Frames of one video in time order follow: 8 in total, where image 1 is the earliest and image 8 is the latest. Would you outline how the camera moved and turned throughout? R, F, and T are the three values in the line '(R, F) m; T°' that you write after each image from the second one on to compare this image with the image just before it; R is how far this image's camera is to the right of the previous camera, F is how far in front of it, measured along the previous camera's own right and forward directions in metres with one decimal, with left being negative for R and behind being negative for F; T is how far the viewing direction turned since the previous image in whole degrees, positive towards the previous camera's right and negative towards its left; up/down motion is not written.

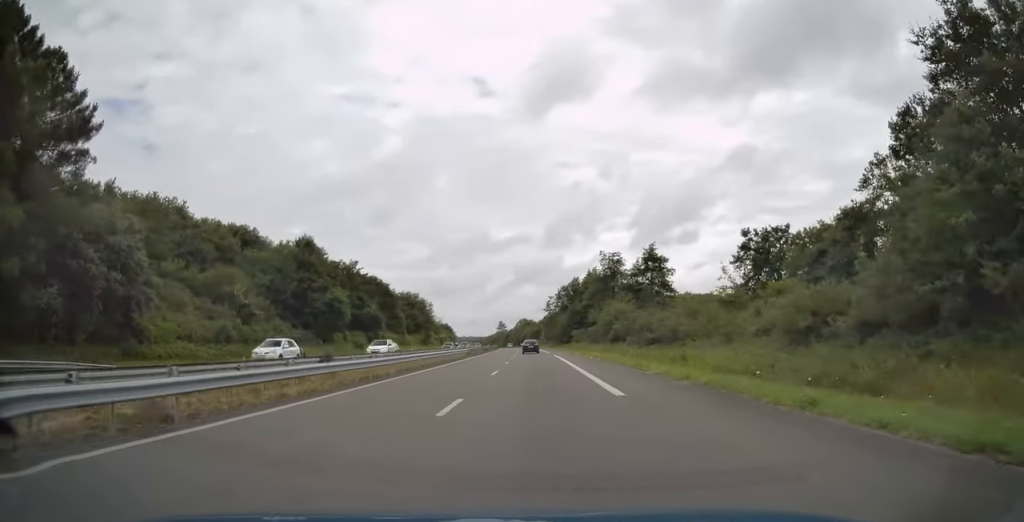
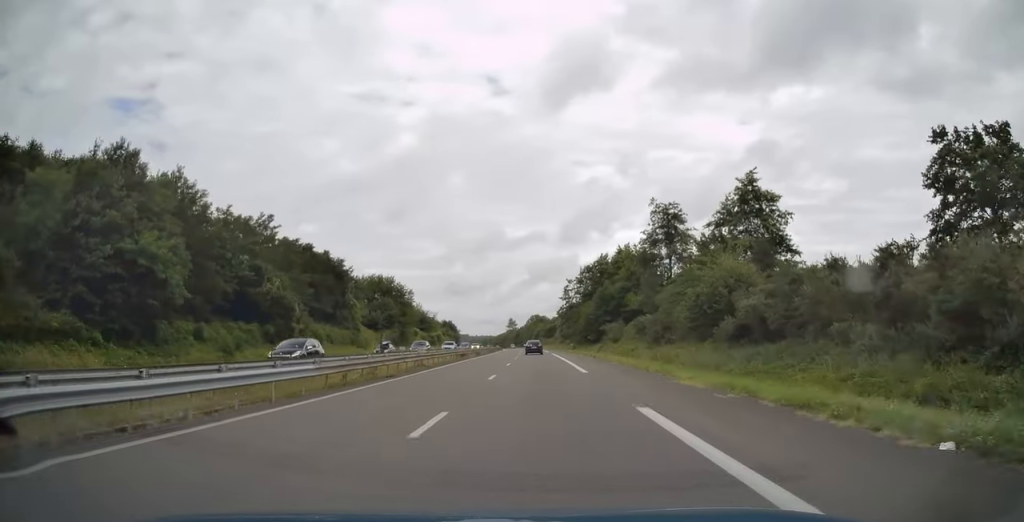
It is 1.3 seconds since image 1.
(-0.5, +41.6) m; -1°
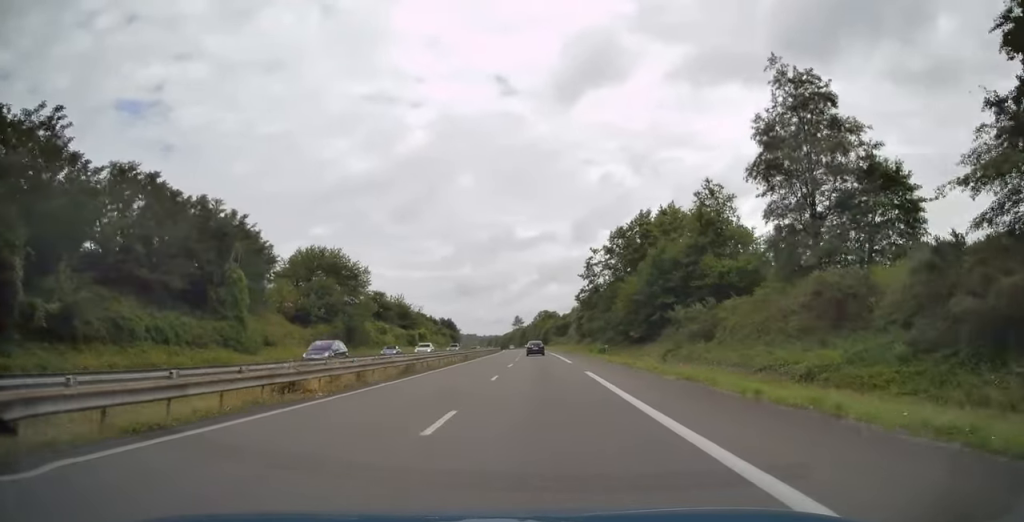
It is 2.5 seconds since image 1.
(-0.3, +38.9) m; -1°
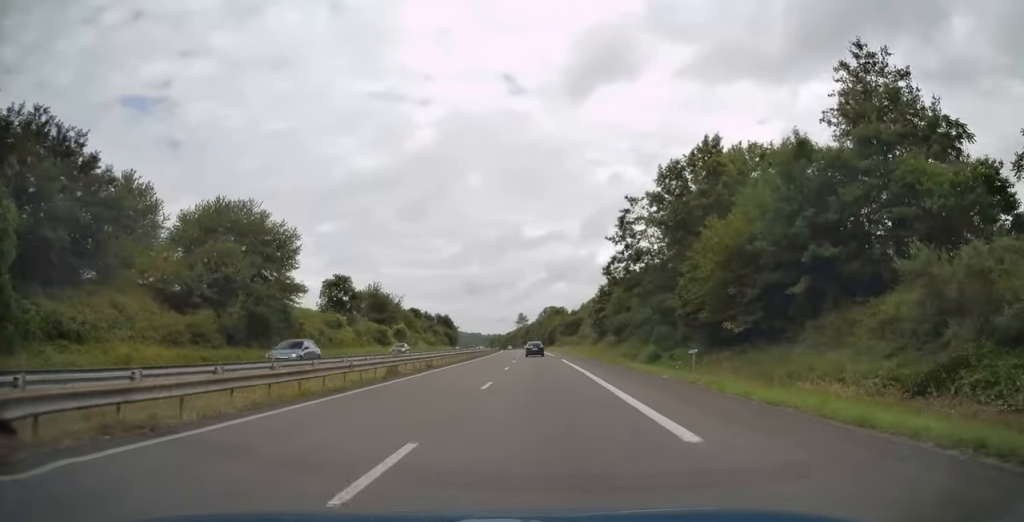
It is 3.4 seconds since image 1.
(-0.2, +29.8) m; -1°
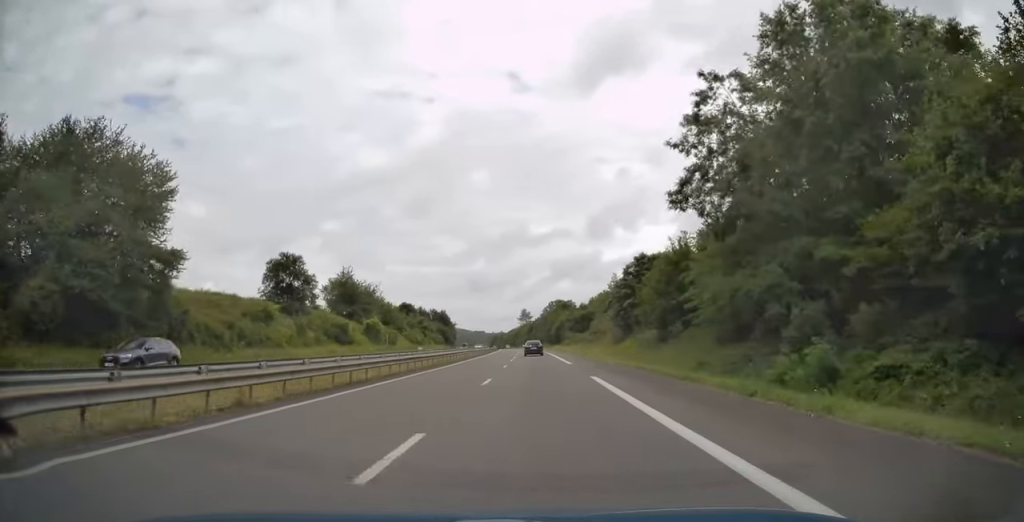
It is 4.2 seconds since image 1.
(-0.1, +24.9) m; 0°
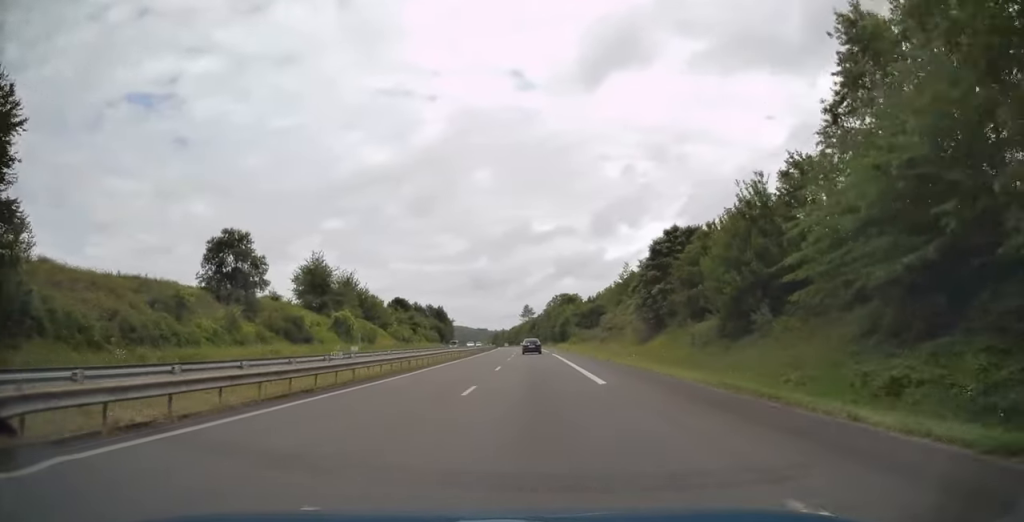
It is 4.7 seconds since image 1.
(0.0, +17.3) m; 0°
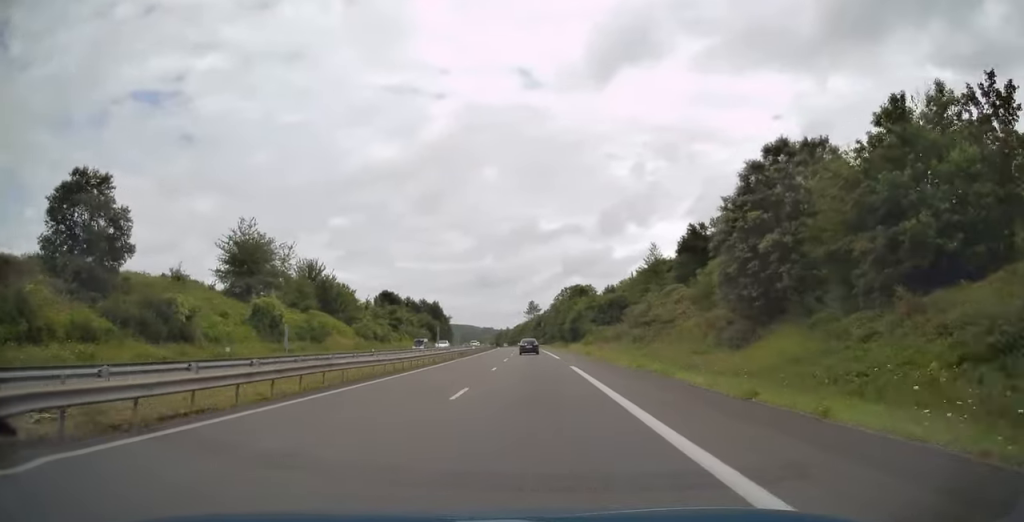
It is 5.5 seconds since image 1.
(-0.2, +27.0) m; -1°
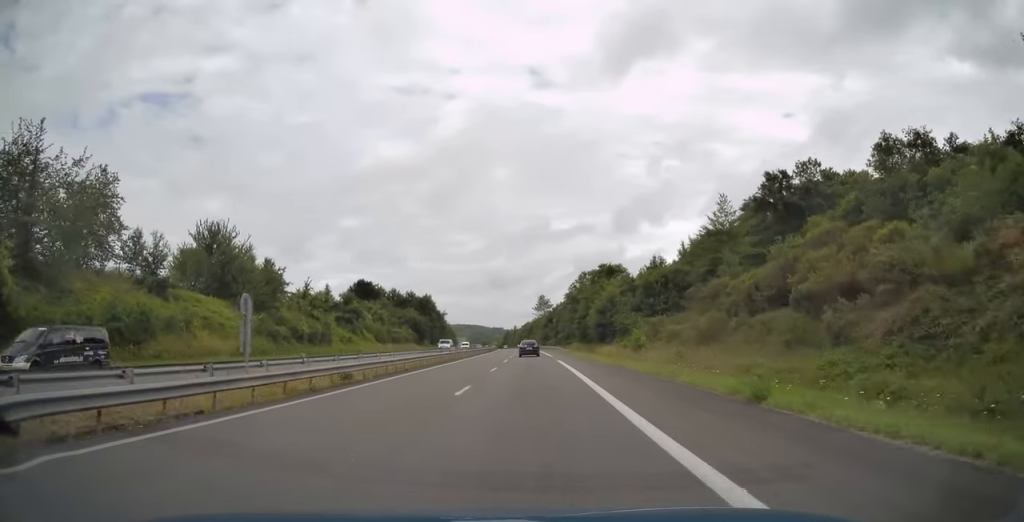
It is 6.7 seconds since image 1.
(-0.3, +38.9) m; -1°
